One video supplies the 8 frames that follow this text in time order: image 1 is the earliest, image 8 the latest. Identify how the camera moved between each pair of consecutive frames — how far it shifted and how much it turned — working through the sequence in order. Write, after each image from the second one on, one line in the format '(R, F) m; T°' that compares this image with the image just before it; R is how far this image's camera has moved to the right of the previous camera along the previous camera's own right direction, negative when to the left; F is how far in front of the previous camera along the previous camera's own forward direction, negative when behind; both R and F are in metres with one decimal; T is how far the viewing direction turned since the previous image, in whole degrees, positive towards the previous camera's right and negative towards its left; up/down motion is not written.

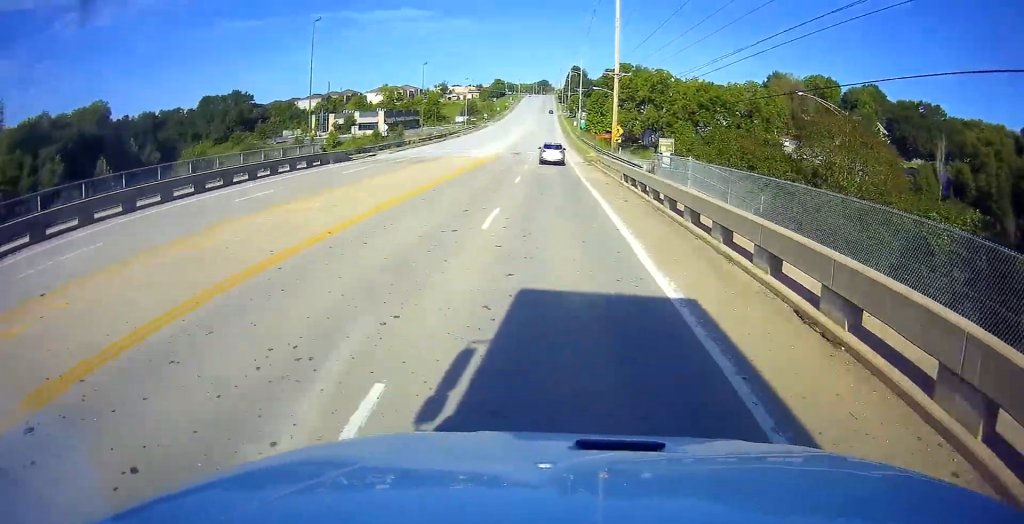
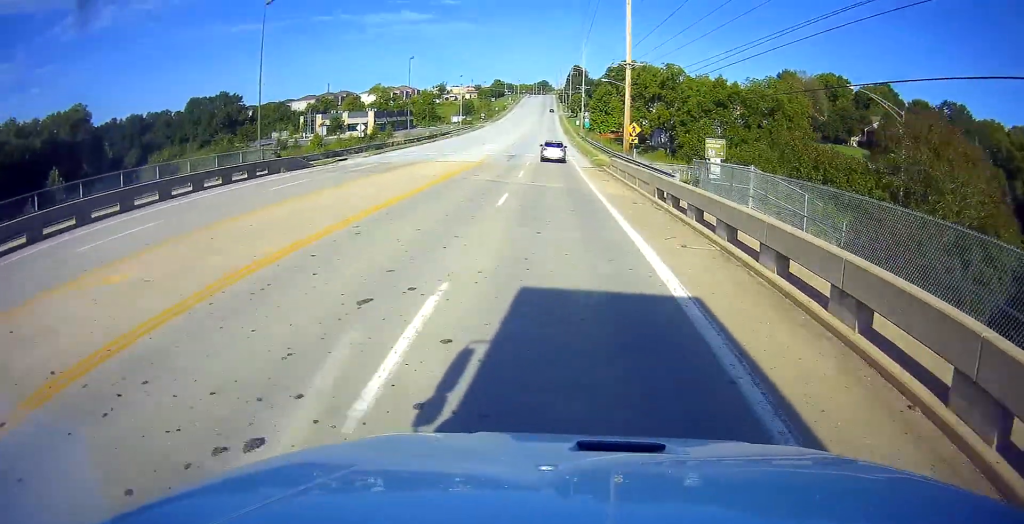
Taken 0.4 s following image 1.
(0.0, +9.3) m; 0°
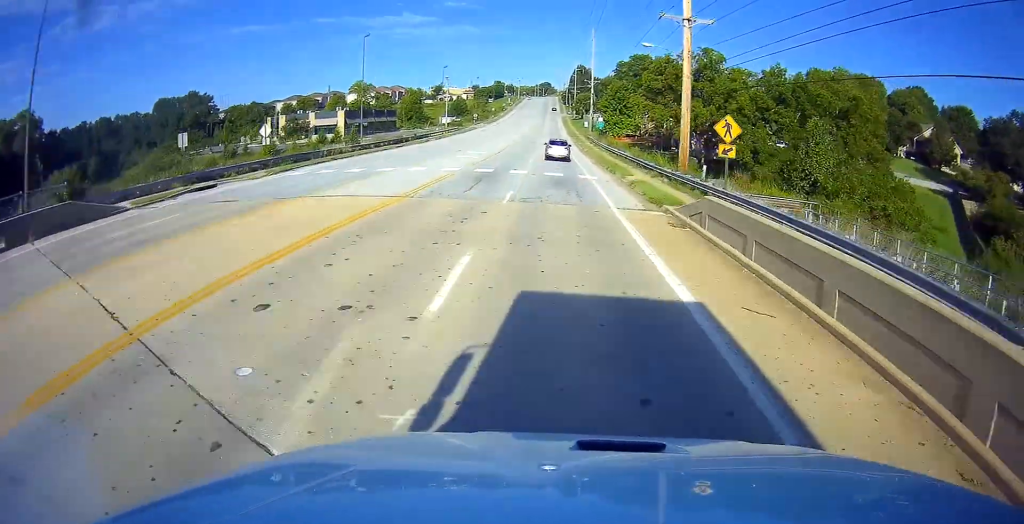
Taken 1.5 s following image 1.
(0.0, +22.3) m; 0°
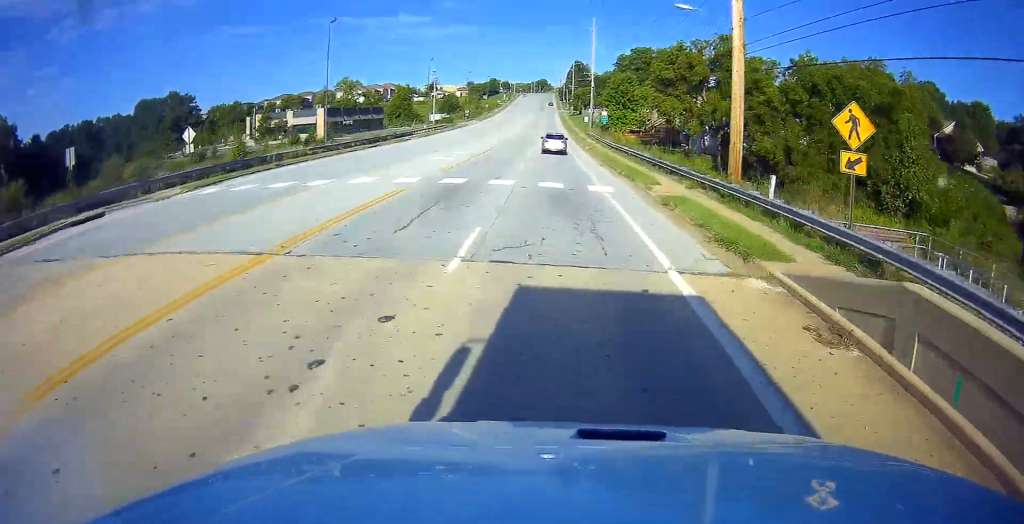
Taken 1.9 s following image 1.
(-0.1, +9.4) m; 0°
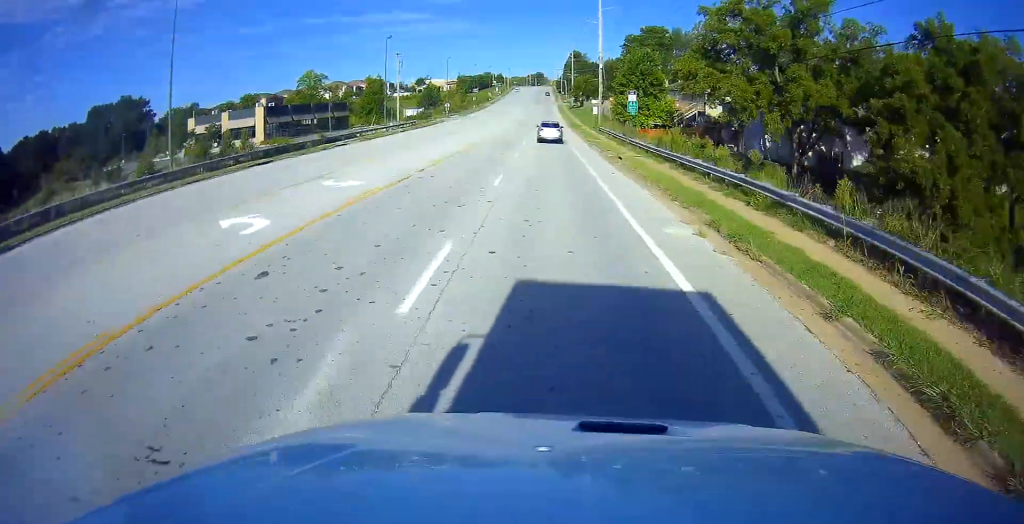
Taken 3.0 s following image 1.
(+0.2, +23.8) m; 0°
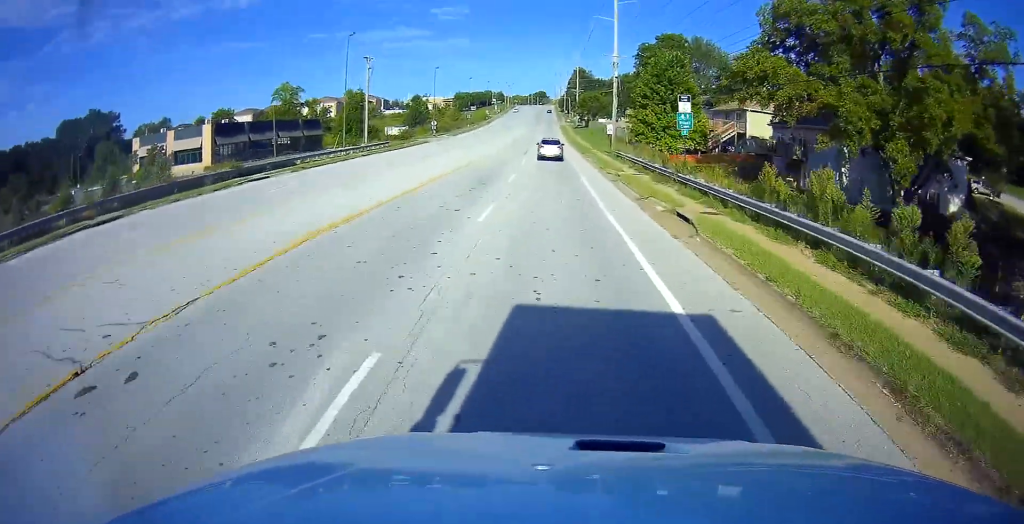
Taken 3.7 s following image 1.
(-0.2, +15.8) m; 0°
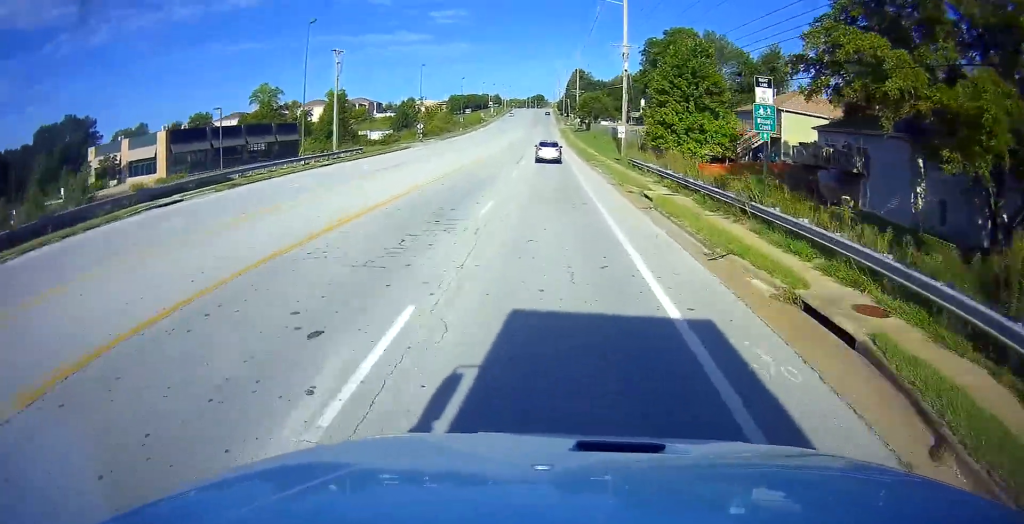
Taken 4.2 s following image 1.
(0.0, +10.0) m; 0°
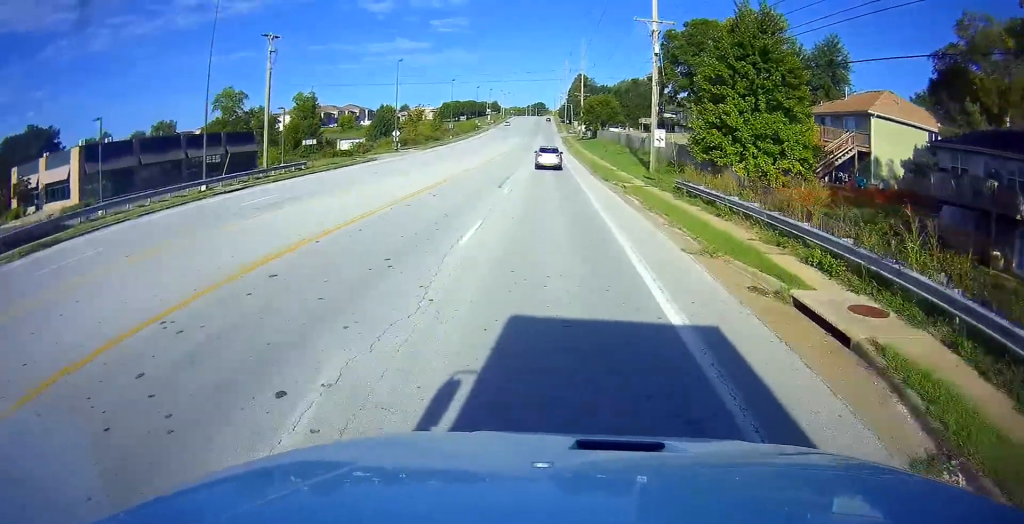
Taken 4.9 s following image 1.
(0.0, +15.6) m; 0°
